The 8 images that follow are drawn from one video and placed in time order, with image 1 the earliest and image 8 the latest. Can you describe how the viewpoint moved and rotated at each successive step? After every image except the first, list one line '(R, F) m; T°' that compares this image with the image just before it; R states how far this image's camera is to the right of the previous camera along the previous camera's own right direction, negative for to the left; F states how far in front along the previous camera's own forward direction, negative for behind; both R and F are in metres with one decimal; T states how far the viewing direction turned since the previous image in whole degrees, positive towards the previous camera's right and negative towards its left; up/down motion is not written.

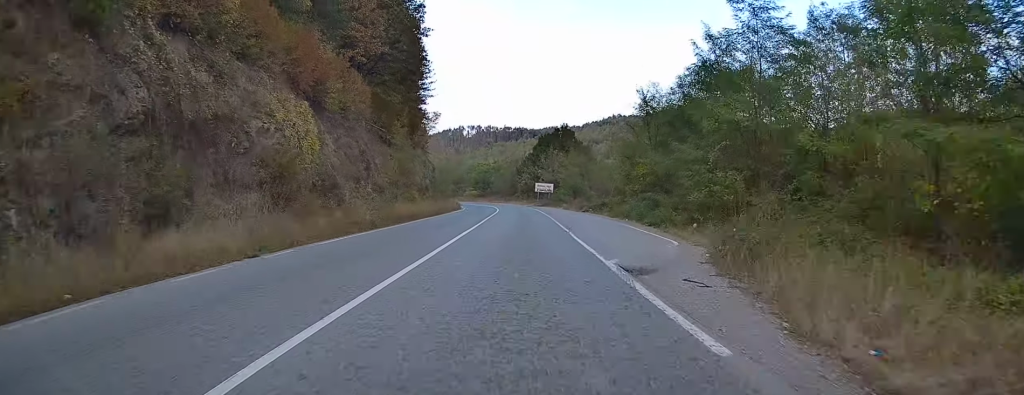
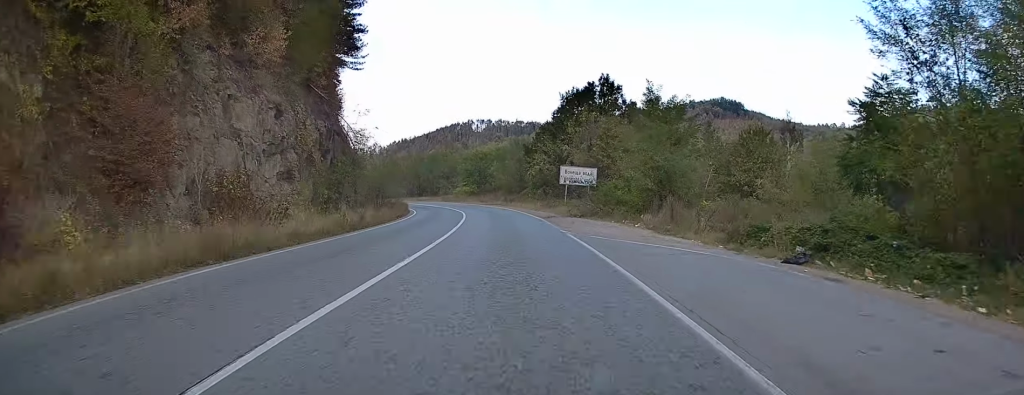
(-0.3, +47.5) m; -1°
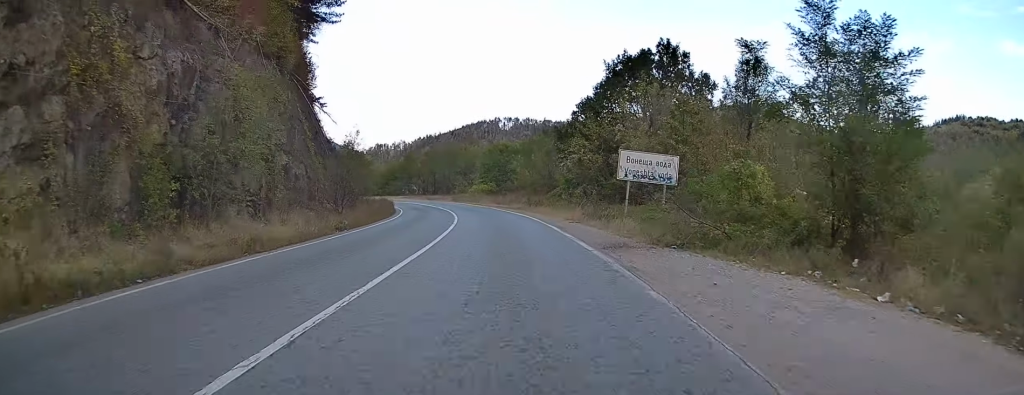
(0.0, +18.9) m; -1°
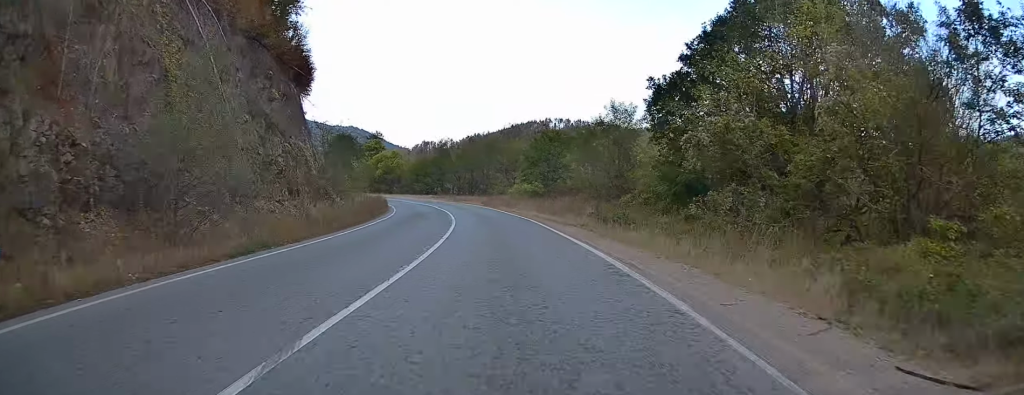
(-0.4, +23.6) m; -4°
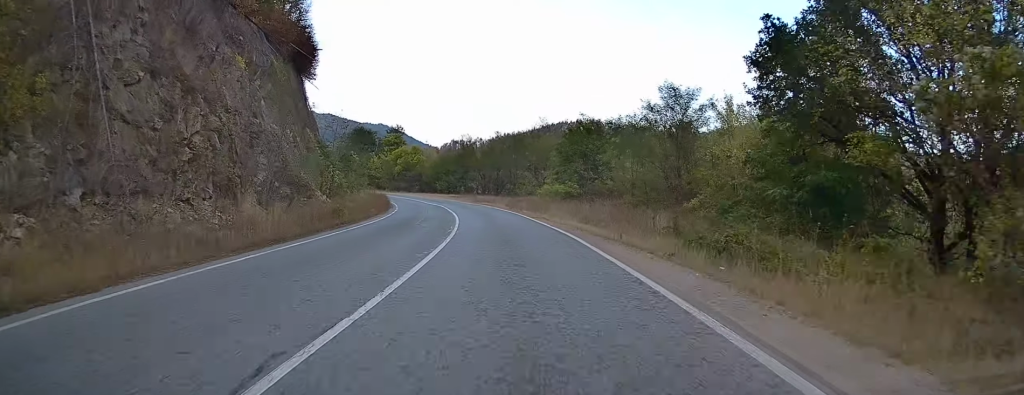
(-0.5, +10.9) m; -2°
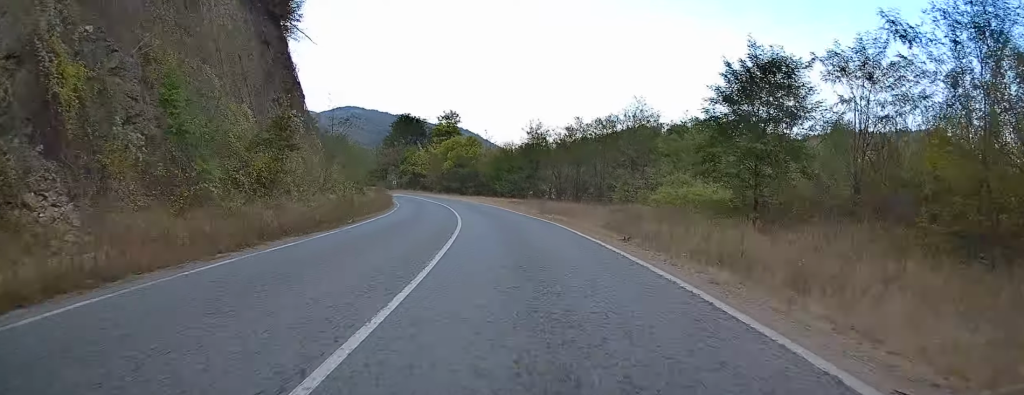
(-1.8, +30.0) m; -7°
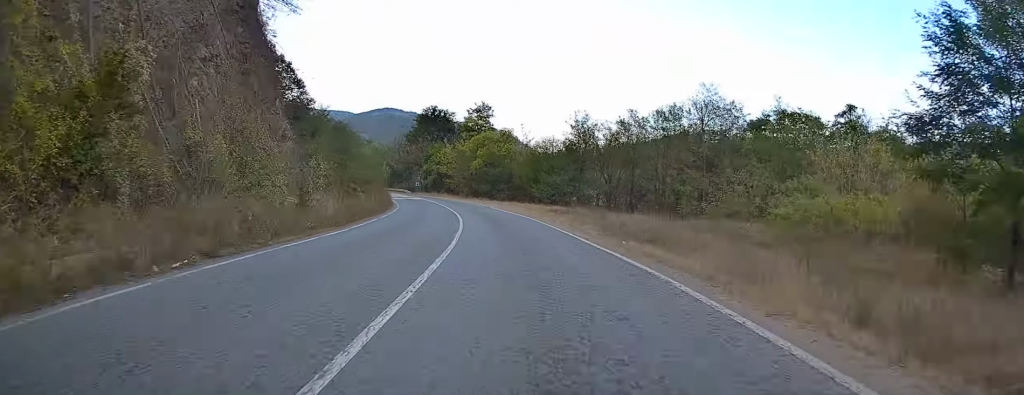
(-0.5, +15.5) m; -3°
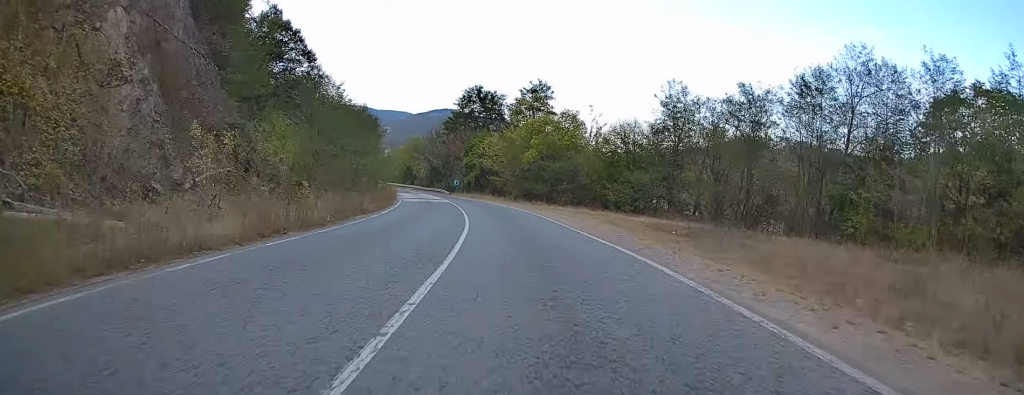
(-0.9, +22.8) m; -5°
